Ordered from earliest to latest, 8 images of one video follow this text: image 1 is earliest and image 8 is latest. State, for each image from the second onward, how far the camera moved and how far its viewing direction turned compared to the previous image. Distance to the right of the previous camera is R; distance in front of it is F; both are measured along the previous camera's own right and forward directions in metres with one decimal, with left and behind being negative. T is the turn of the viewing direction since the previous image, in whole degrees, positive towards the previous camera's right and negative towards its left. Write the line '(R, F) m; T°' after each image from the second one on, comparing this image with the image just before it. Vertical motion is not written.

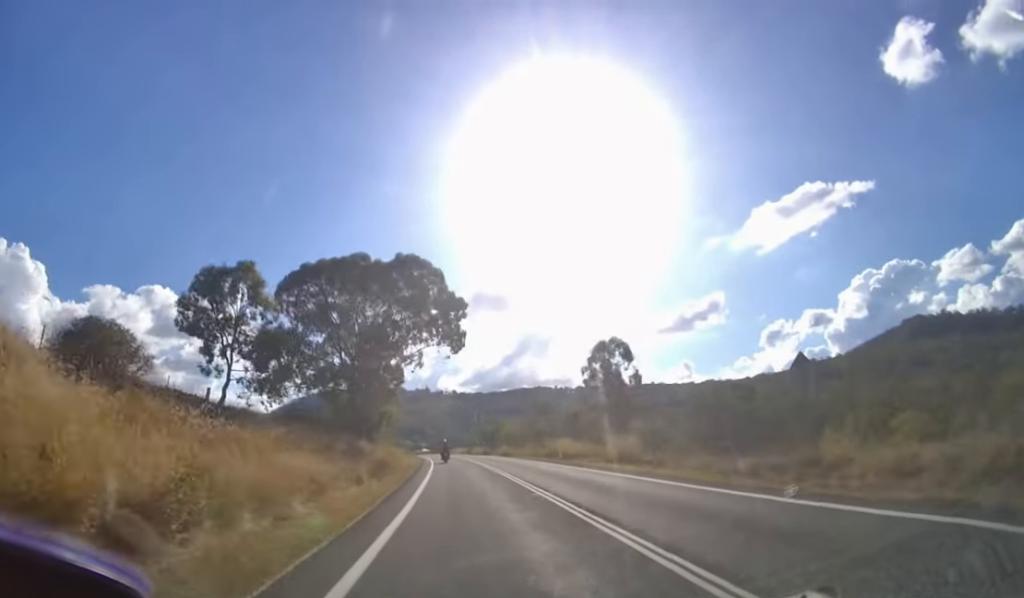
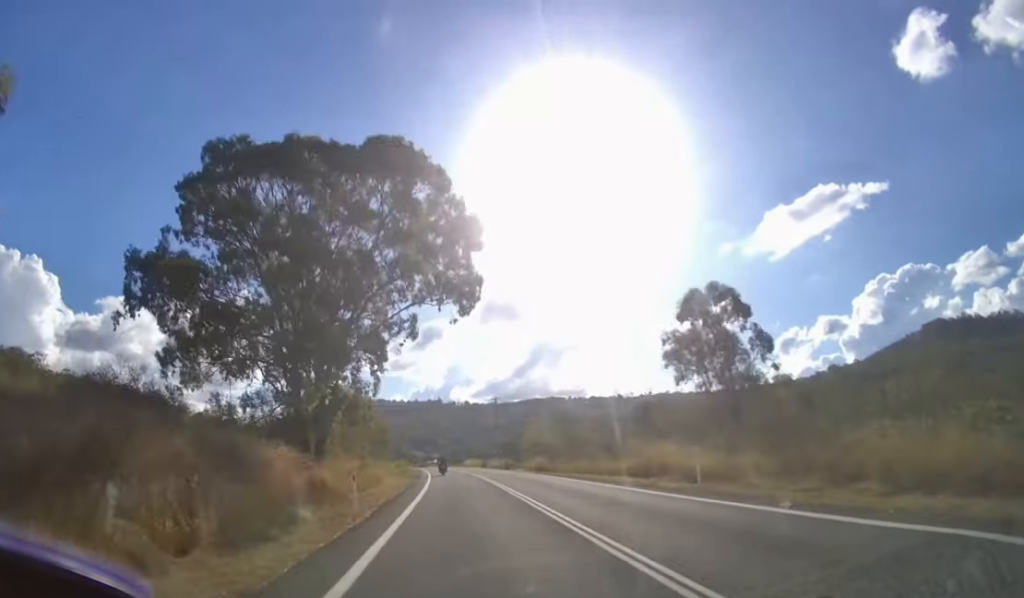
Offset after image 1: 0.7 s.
(0.0, +14.8) m; -1°
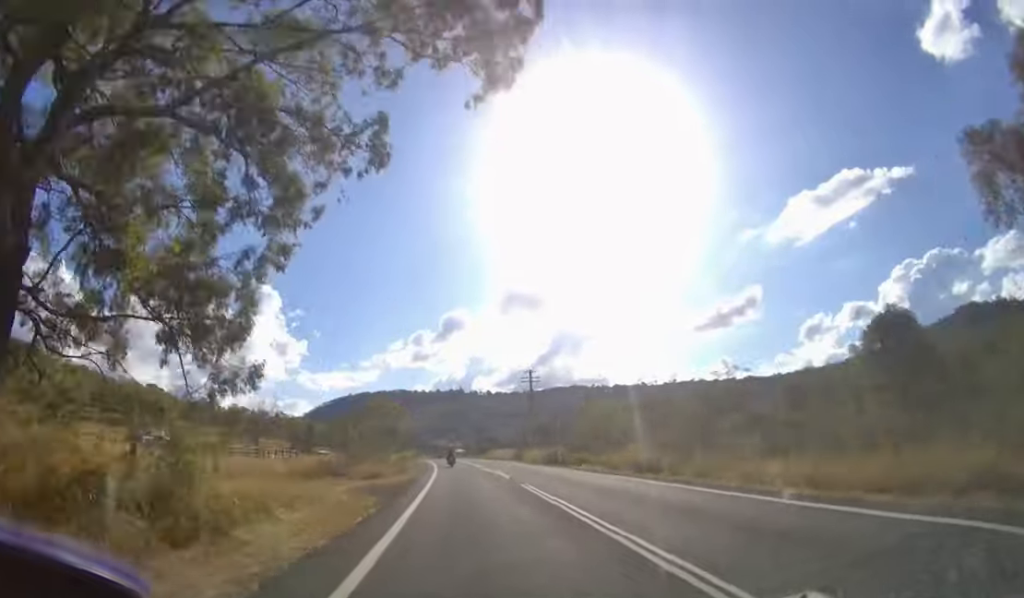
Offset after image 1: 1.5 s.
(-0.2, +18.4) m; -2°
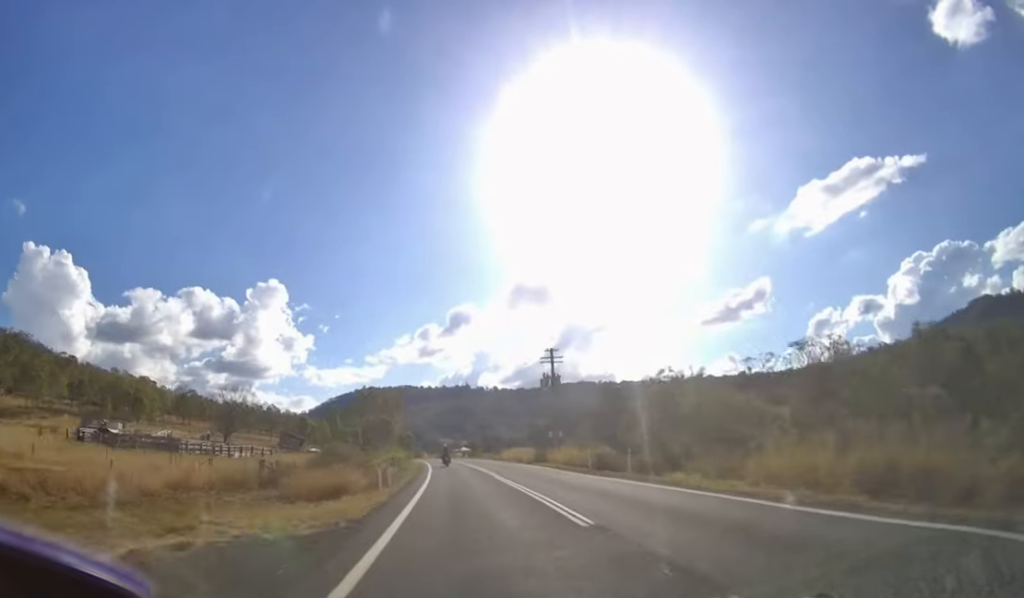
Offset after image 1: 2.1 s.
(-0.2, +12.1) m; -1°
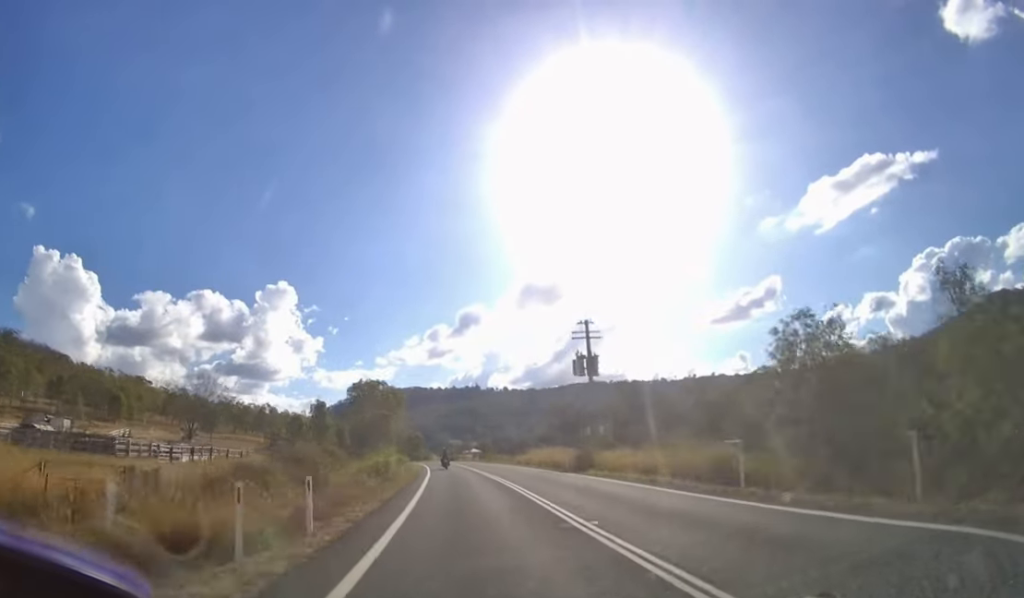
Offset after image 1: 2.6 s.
(0.0, +12.1) m; -1°
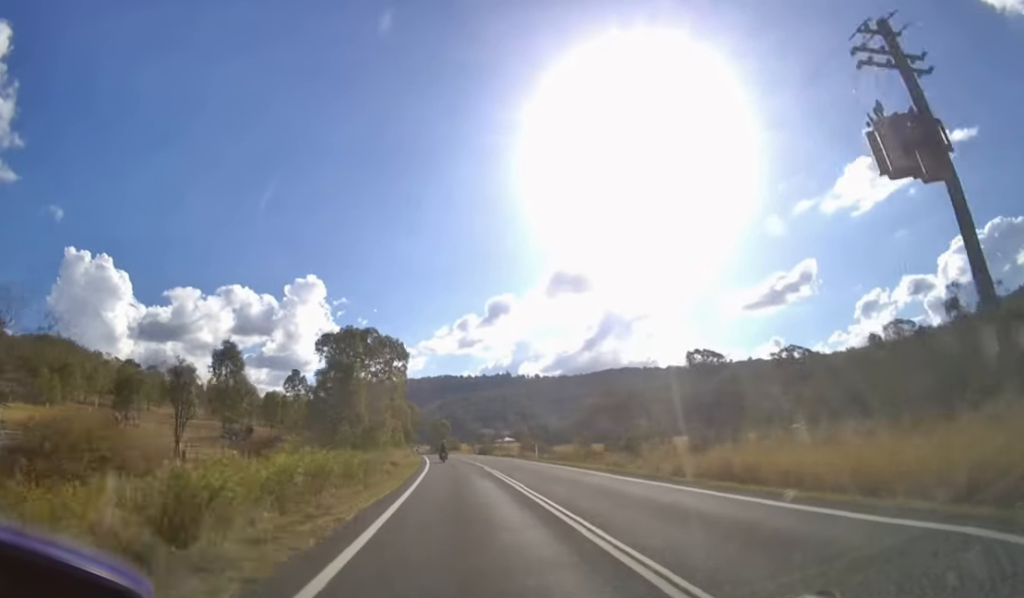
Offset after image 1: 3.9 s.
(-0.9, +31.6) m; -3°
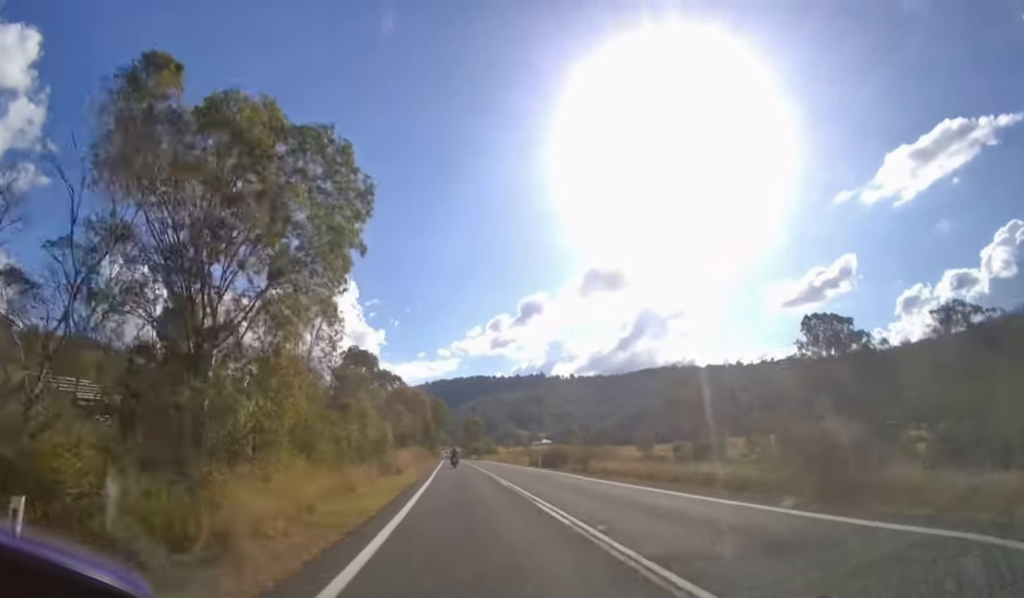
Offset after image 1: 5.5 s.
(-1.2, +38.0) m; -4°
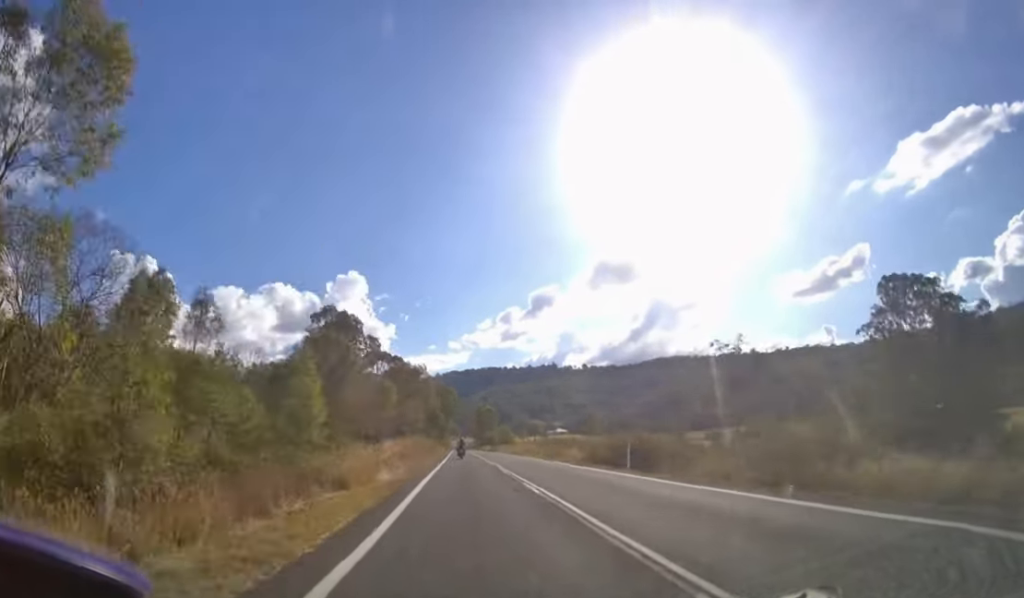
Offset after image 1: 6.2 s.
(-0.4, +19.8) m; -2°
